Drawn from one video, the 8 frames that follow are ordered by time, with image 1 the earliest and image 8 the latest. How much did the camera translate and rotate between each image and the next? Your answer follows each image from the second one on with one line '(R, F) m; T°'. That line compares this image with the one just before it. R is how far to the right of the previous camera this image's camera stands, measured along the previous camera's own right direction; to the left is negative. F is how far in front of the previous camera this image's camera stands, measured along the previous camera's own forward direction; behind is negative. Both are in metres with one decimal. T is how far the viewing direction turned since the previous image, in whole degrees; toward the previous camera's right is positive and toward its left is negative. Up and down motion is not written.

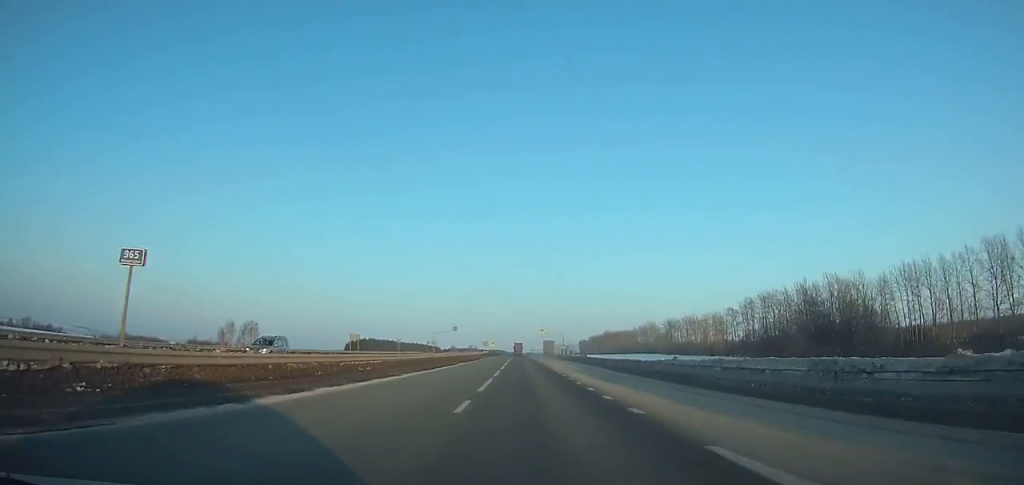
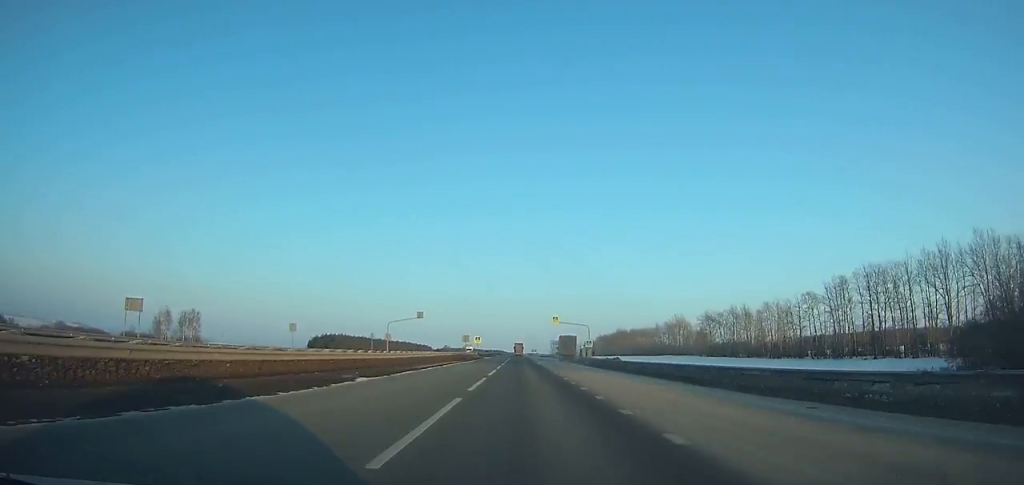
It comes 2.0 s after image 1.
(+0.1, +58.7) m; 0°
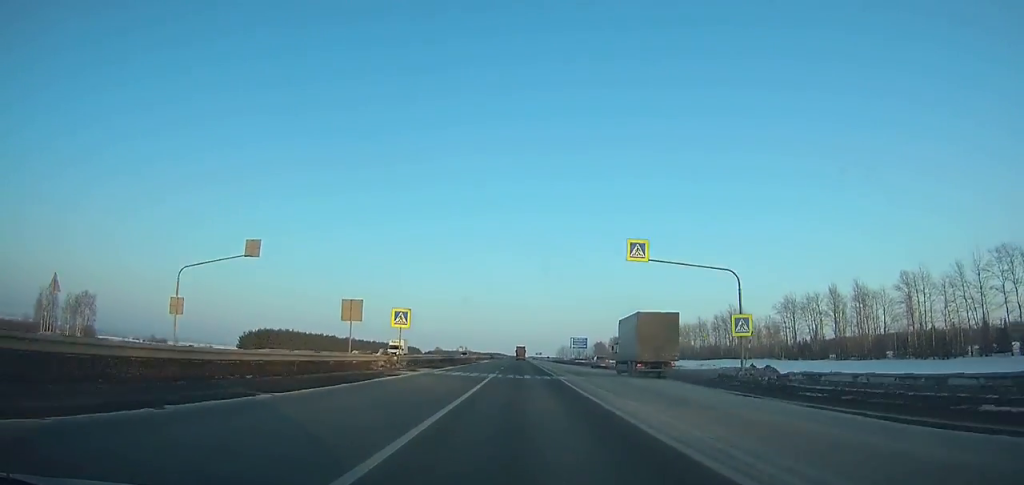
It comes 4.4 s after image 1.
(0.0, +70.2) m; 0°
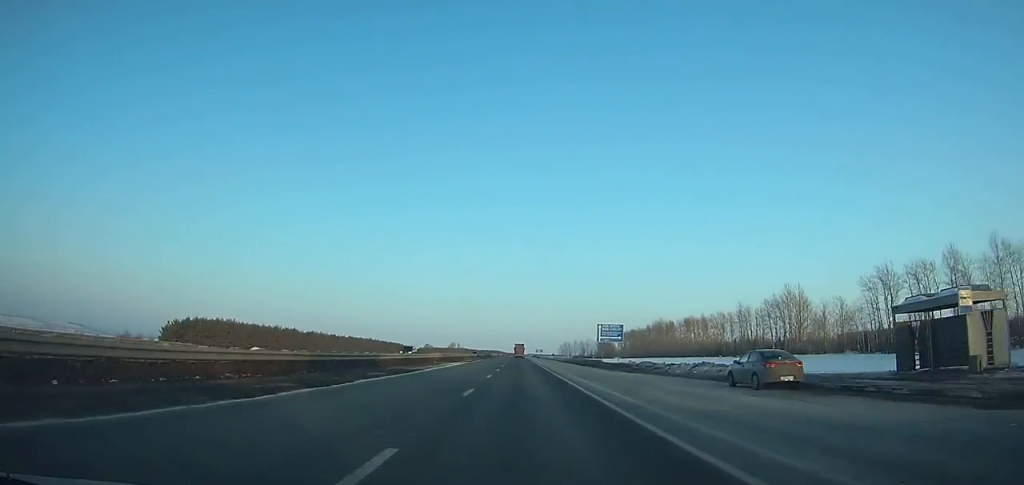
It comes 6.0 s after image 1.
(0.0, +46.5) m; 0°
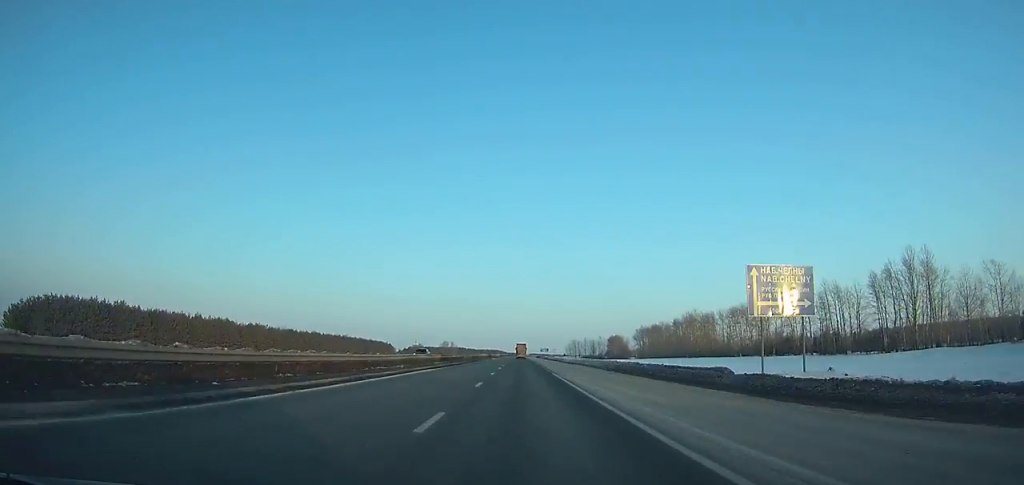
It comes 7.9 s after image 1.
(0.0, +55.1) m; 0°
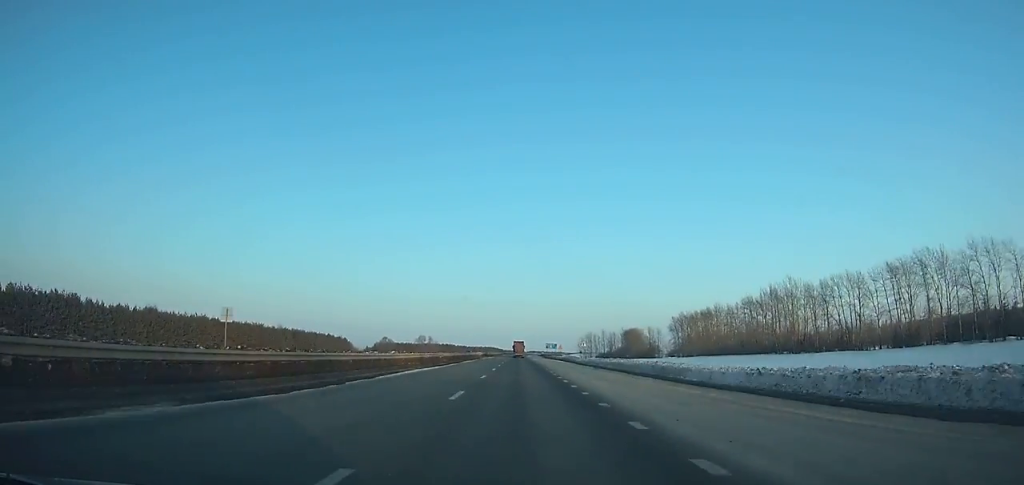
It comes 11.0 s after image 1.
(-0.1, +89.3) m; 0°
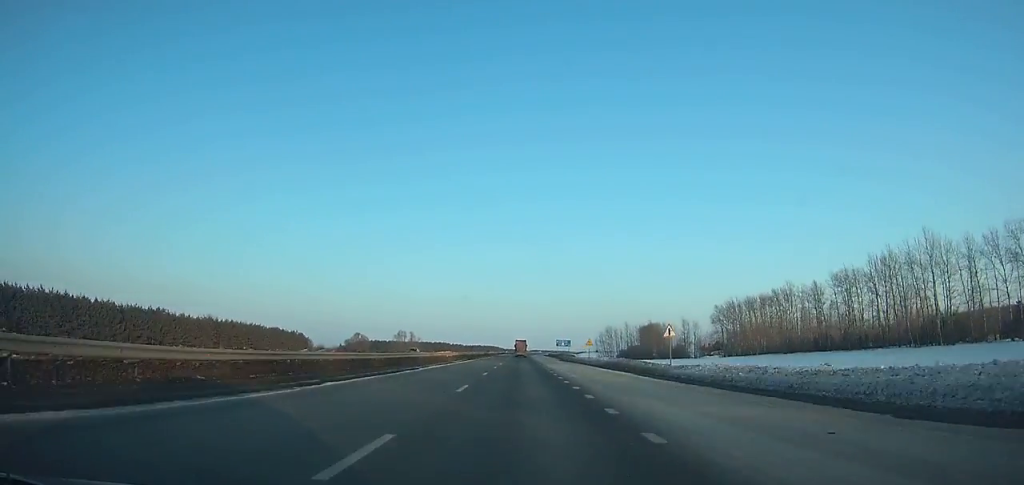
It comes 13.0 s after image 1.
(-0.1, +57.4) m; 0°
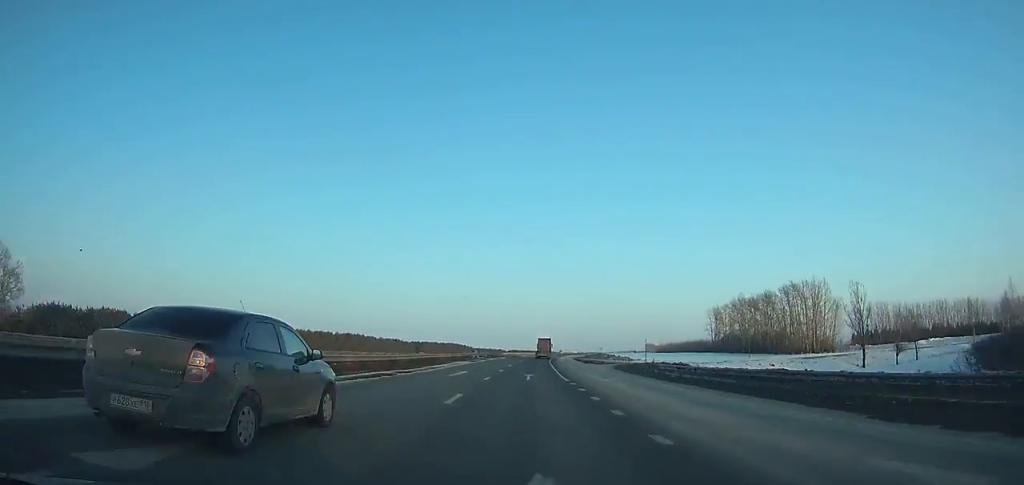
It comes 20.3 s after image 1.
(+3.7, +209.0) m; +4°
